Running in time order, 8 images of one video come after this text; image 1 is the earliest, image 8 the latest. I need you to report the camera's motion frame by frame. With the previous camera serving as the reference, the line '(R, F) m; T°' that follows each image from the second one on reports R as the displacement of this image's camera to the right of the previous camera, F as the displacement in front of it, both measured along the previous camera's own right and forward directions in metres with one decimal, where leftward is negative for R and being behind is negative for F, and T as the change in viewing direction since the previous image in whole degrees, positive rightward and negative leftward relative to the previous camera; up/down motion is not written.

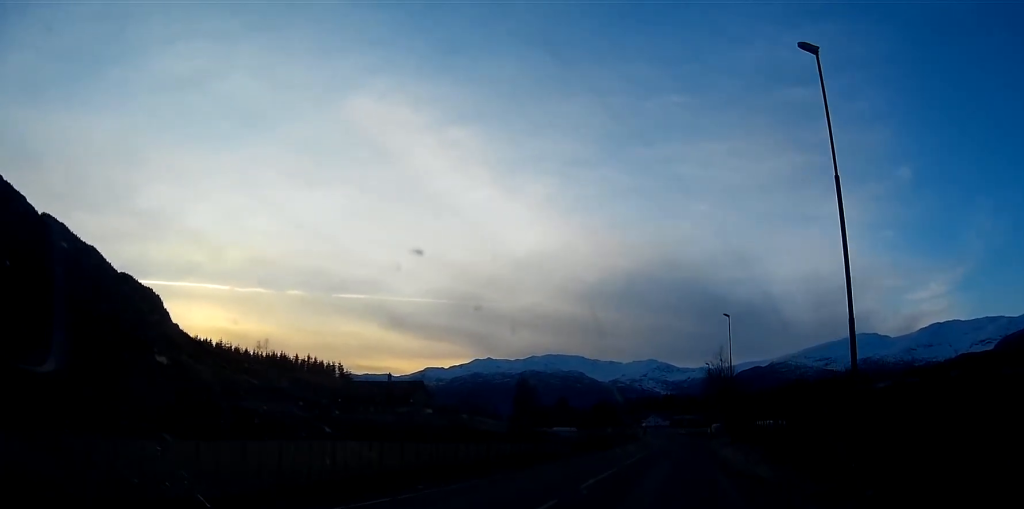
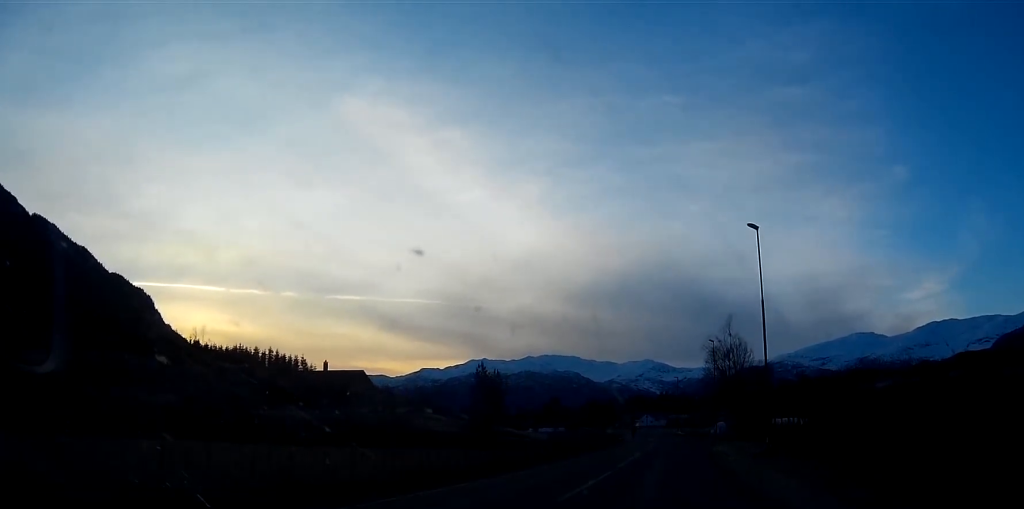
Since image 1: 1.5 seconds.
(+0.5, +25.5) m; +1°
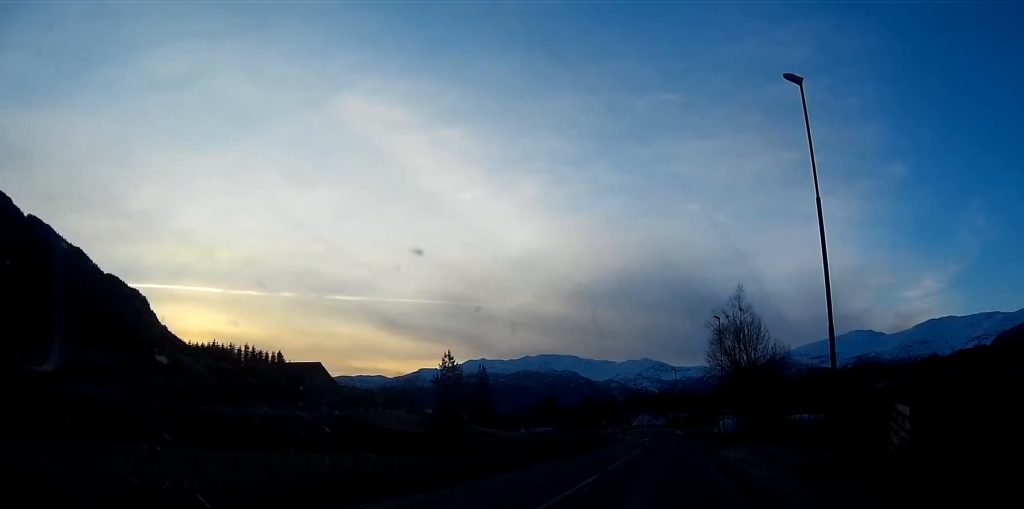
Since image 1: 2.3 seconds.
(0.0, +14.4) m; -1°
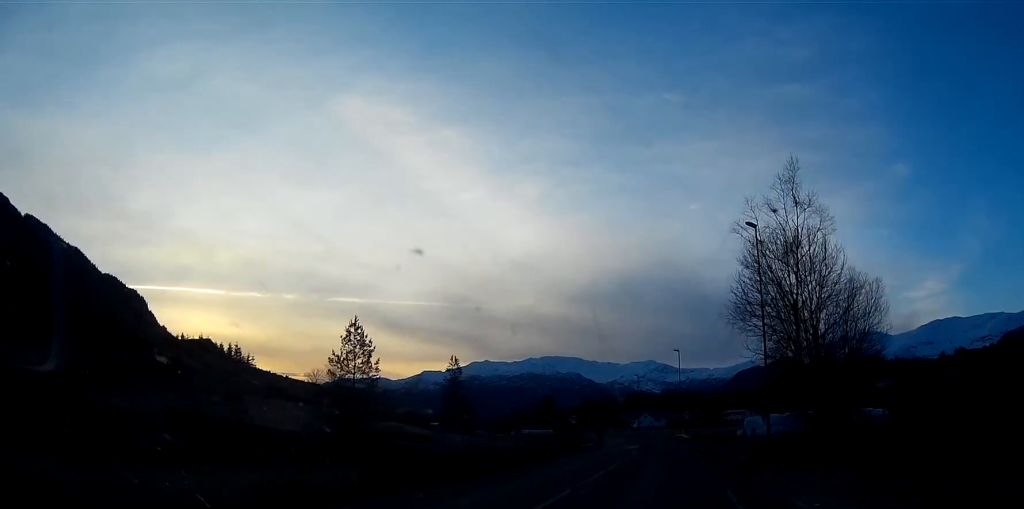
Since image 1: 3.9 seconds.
(-0.5, +27.7) m; -2°
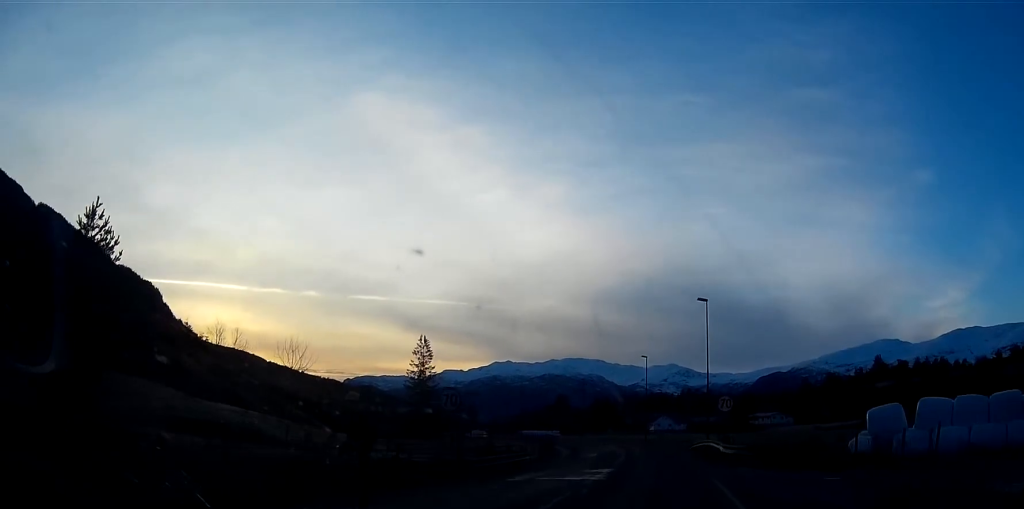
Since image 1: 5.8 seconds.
(0.0, +34.0) m; -1°
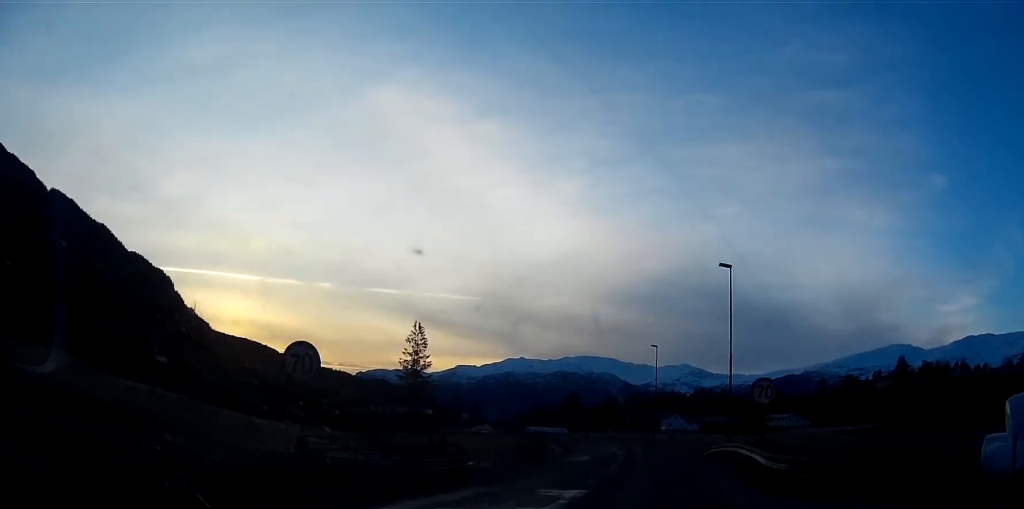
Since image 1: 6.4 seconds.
(-0.1, +10.2) m; -1°
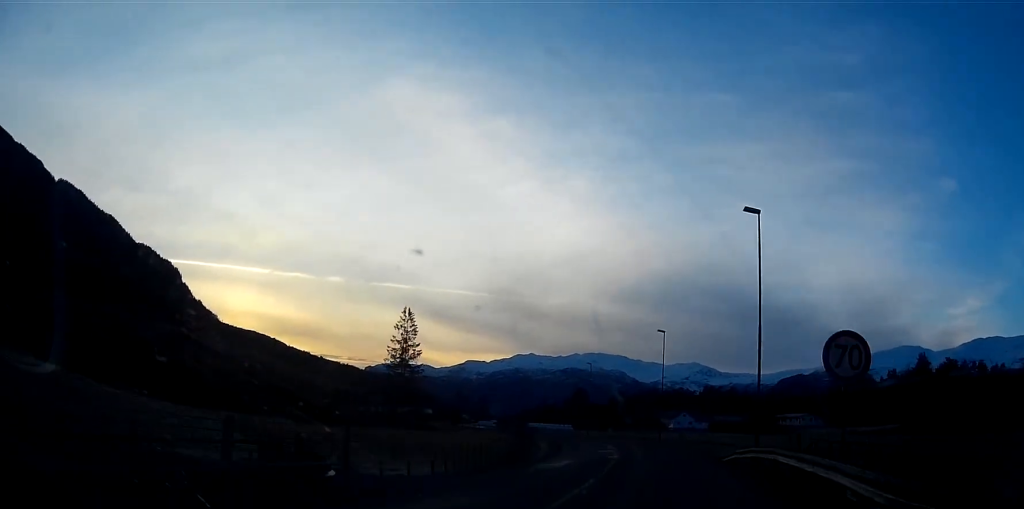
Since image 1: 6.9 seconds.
(-0.1, +9.8) m; -1°
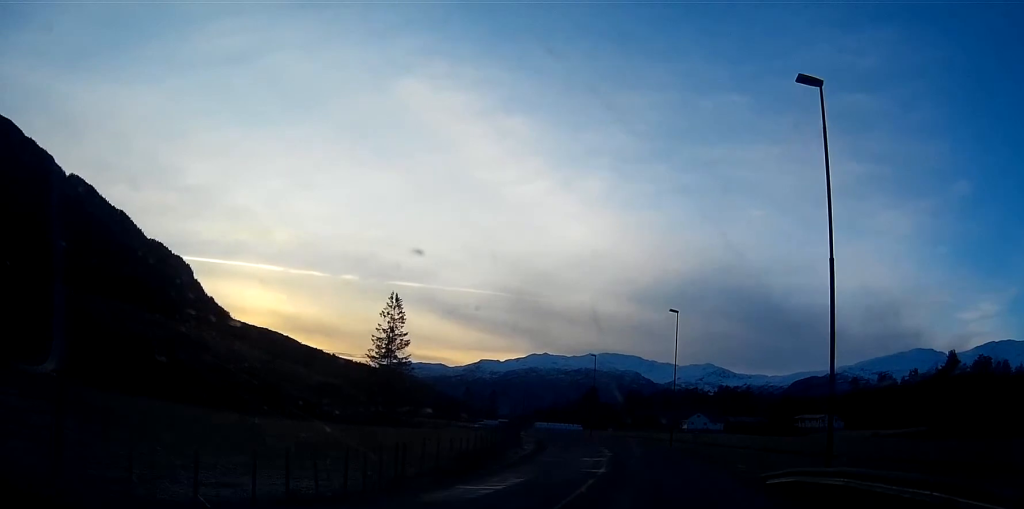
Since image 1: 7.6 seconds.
(0.0, +11.7) m; -1°
